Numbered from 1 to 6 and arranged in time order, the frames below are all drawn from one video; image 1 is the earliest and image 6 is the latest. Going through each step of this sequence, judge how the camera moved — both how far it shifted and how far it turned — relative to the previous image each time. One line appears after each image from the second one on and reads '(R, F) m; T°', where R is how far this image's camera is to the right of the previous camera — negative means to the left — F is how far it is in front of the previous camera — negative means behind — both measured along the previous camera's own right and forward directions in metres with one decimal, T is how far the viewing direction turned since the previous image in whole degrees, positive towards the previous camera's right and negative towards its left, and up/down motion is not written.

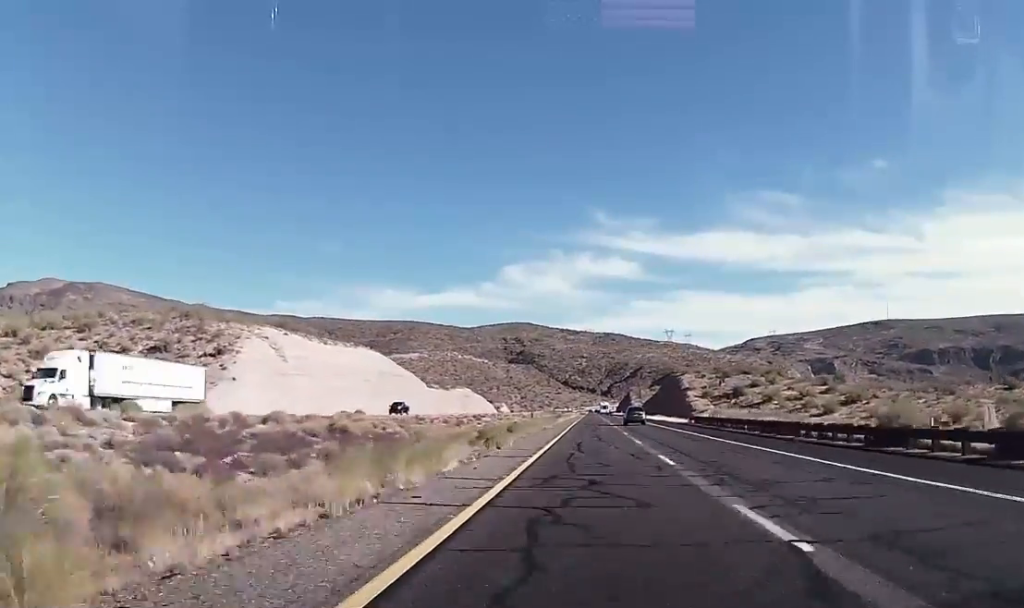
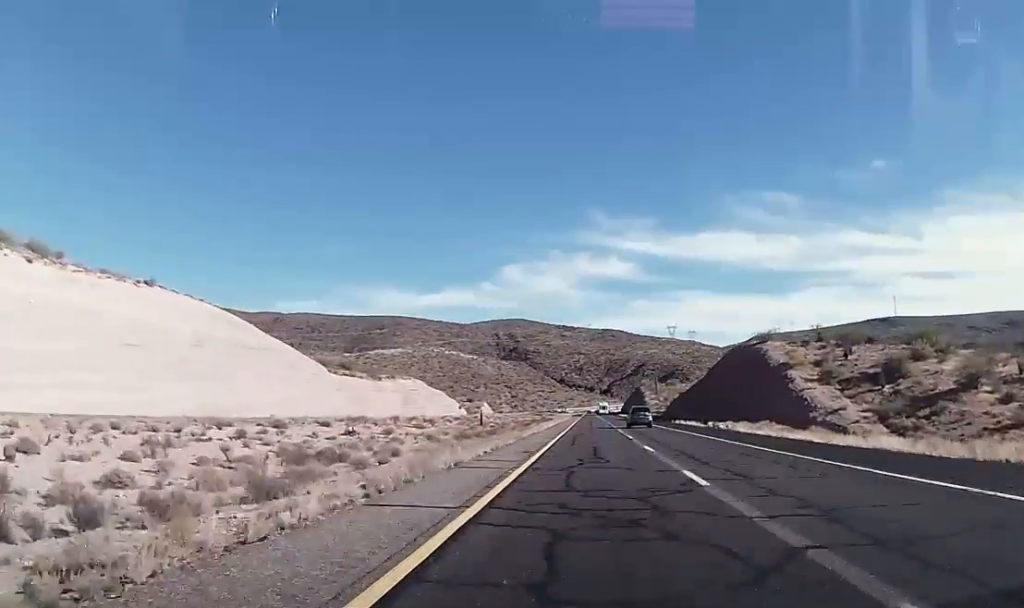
(+0.4, +89.8) m; 0°
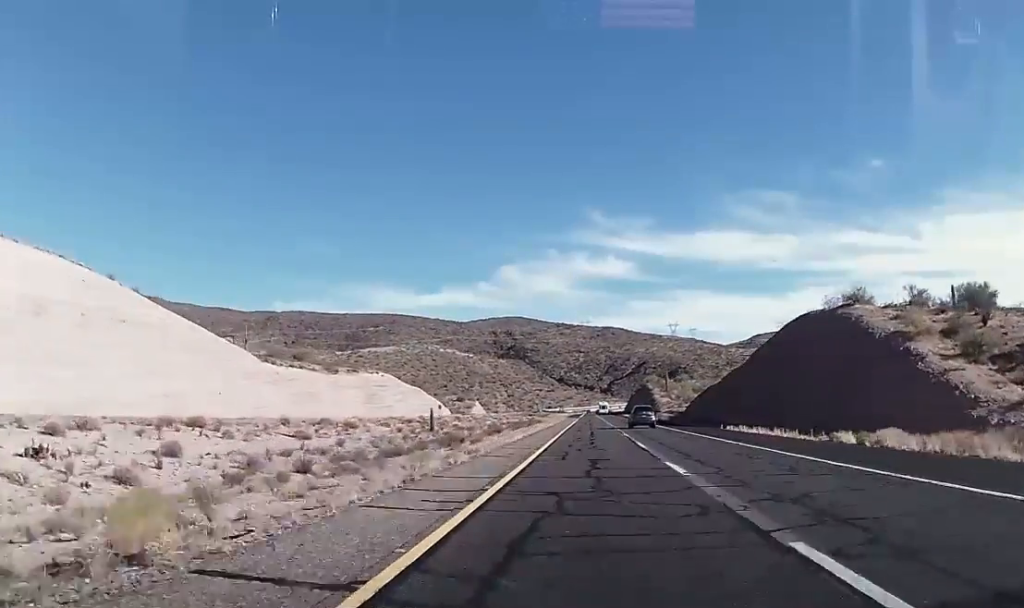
(-0.1, +33.7) m; 0°
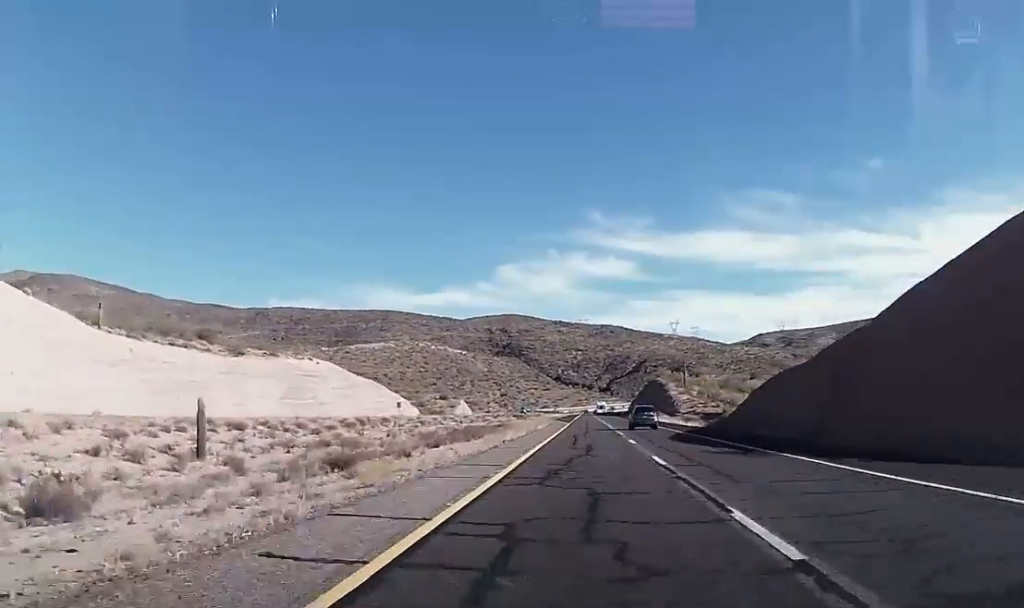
(+0.1, +46.2) m; 0°
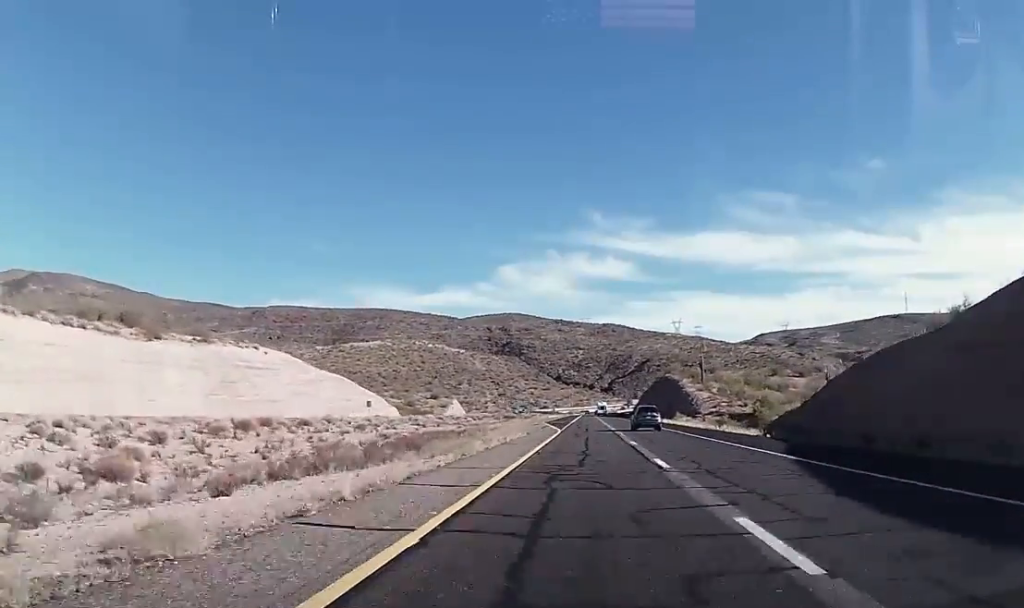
(0.0, +24.9) m; 0°
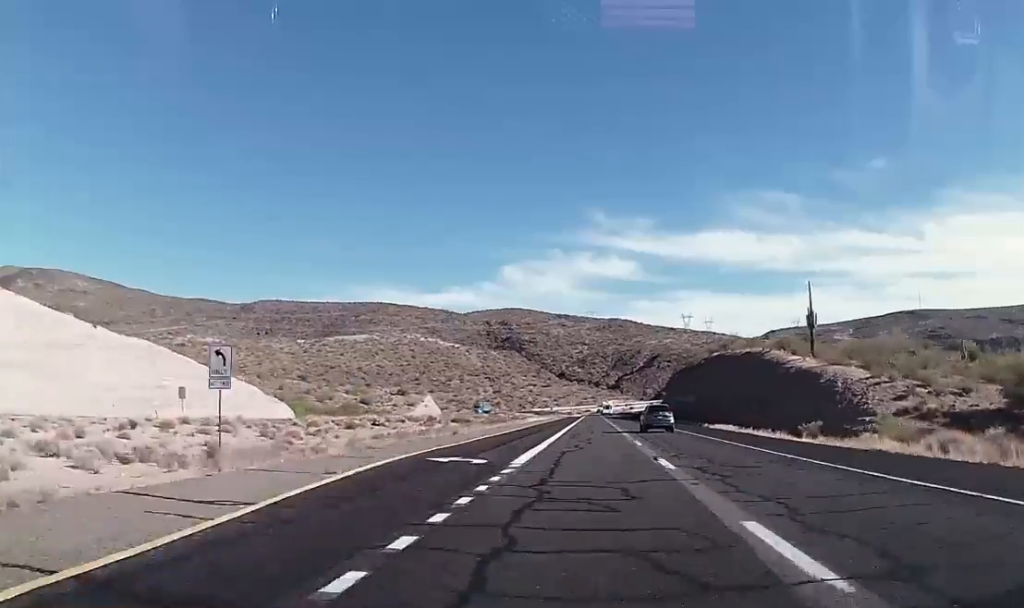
(-0.4, +72.5) m; 0°
